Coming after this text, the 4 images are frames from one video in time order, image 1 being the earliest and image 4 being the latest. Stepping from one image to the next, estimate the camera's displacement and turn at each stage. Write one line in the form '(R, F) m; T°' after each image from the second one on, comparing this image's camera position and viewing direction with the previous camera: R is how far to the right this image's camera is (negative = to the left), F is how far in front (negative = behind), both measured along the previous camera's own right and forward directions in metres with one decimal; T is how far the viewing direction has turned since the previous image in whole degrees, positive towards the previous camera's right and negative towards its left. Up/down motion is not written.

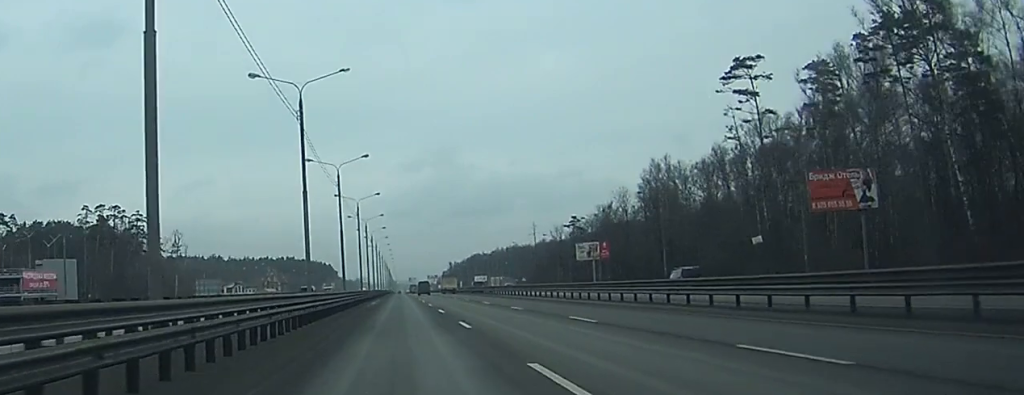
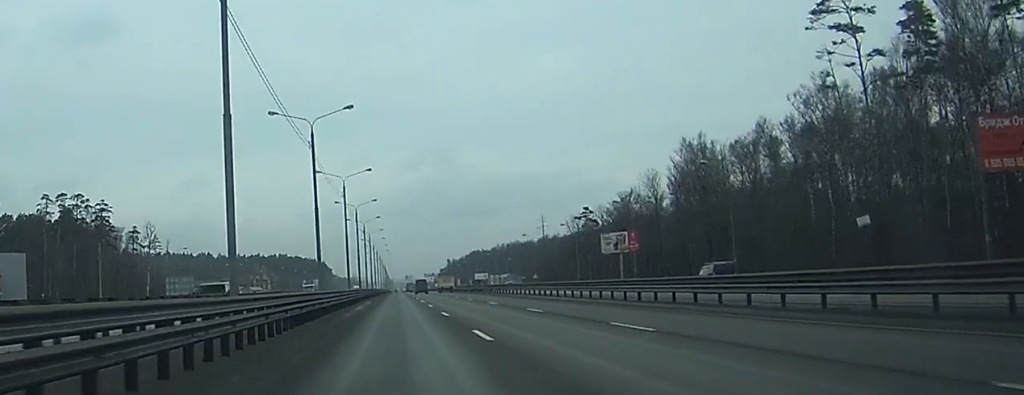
(0.0, +22.4) m; 0°
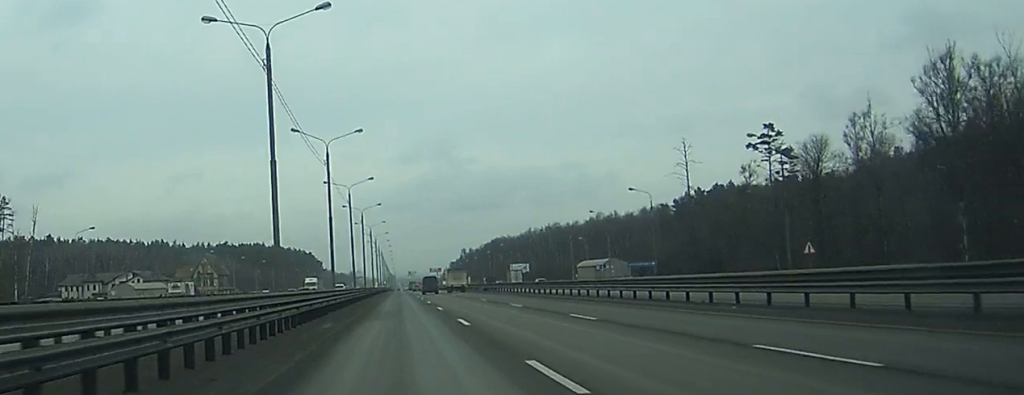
(-0.1, +121.6) m; 0°
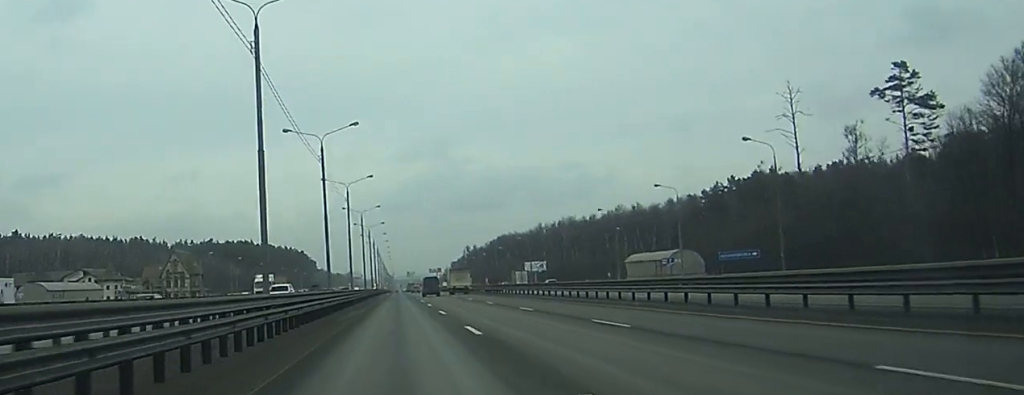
(0.0, +35.9) m; 0°
